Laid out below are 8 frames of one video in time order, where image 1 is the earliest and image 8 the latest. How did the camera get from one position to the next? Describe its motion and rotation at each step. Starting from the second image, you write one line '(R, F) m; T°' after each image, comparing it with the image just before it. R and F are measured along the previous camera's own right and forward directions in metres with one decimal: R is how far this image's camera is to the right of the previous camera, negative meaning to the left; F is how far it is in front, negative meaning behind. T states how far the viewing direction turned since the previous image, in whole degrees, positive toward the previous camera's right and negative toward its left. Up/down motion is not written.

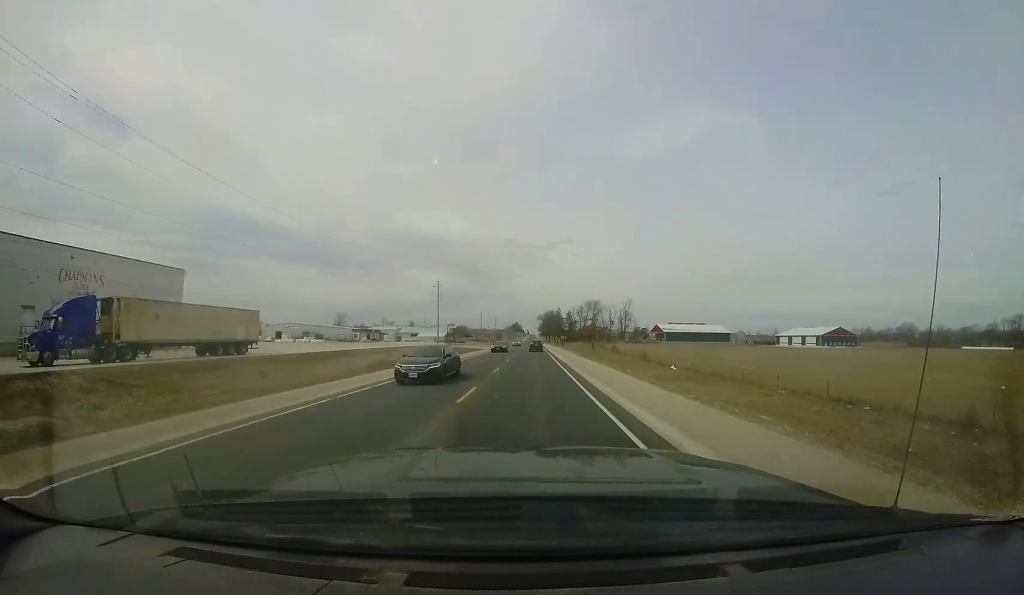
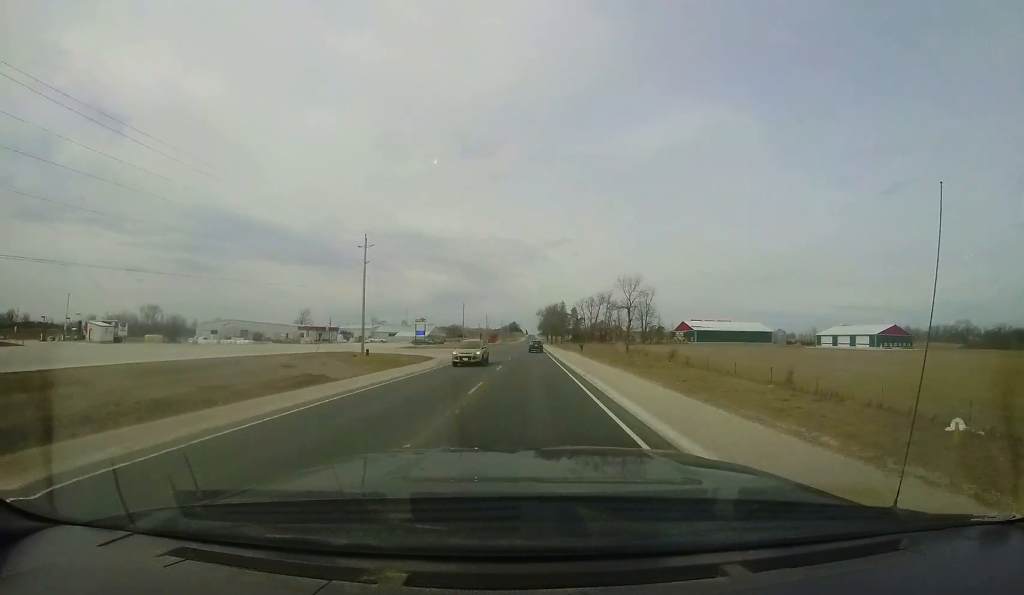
(+0.3, +33.9) m; 0°
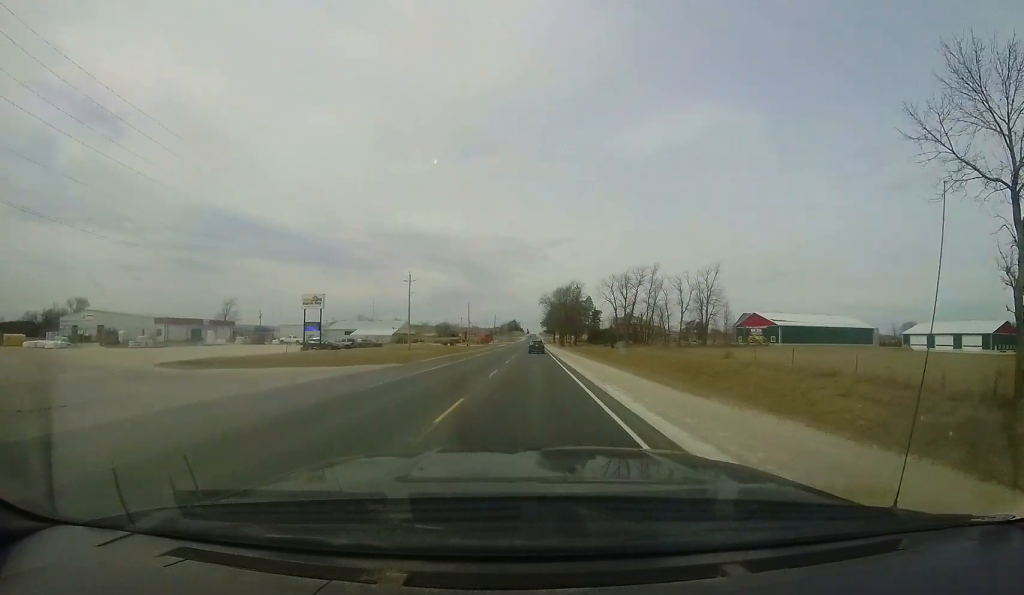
(-0.6, +48.7) m; -1°
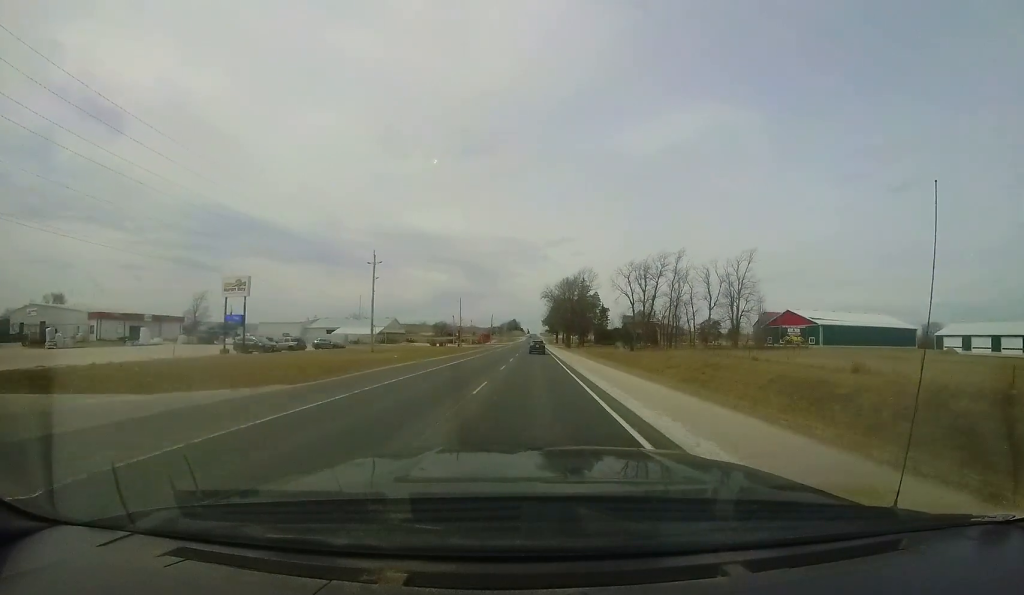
(+0.1, +14.3) m; 0°
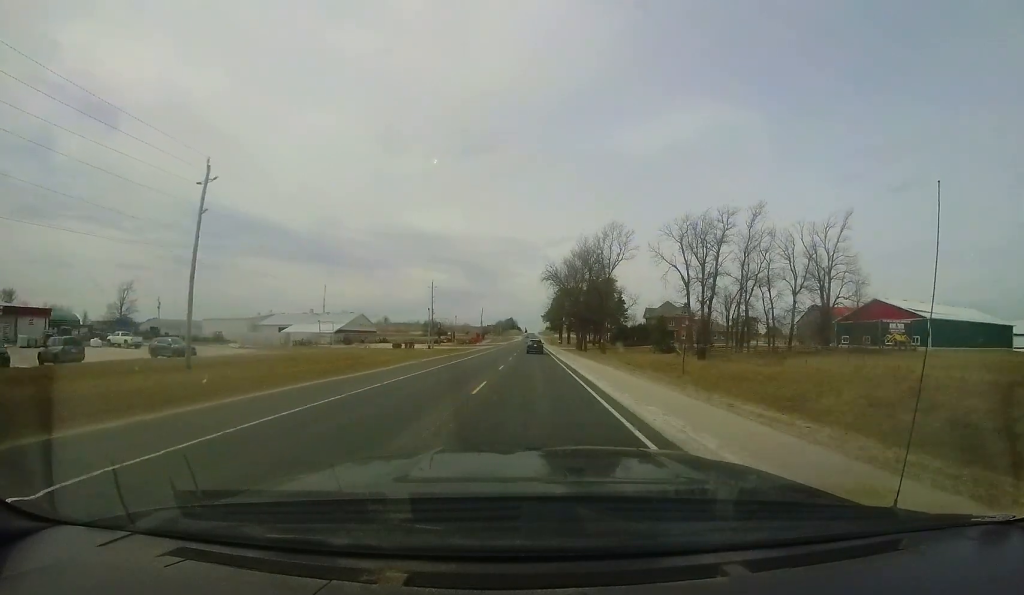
(0.0, +26.5) m; +1°
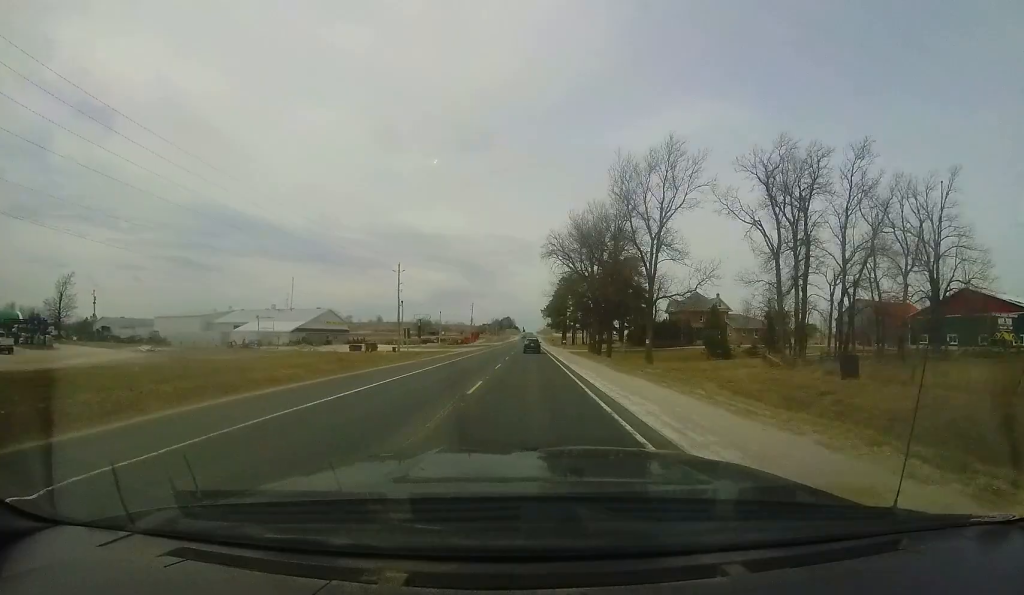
(+0.5, +17.9) m; 0°
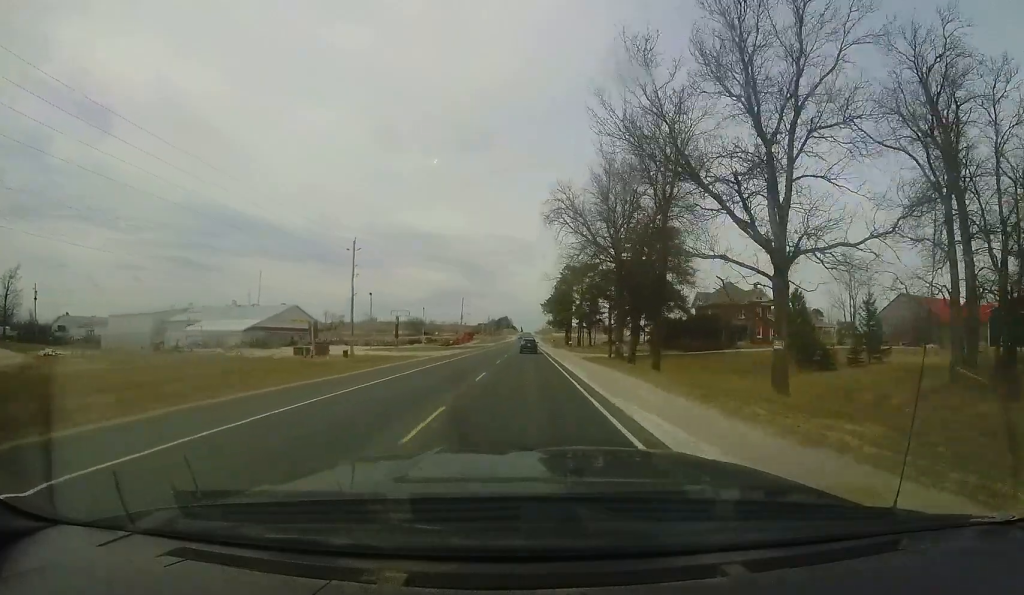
(-0.4, +14.4) m; 0°
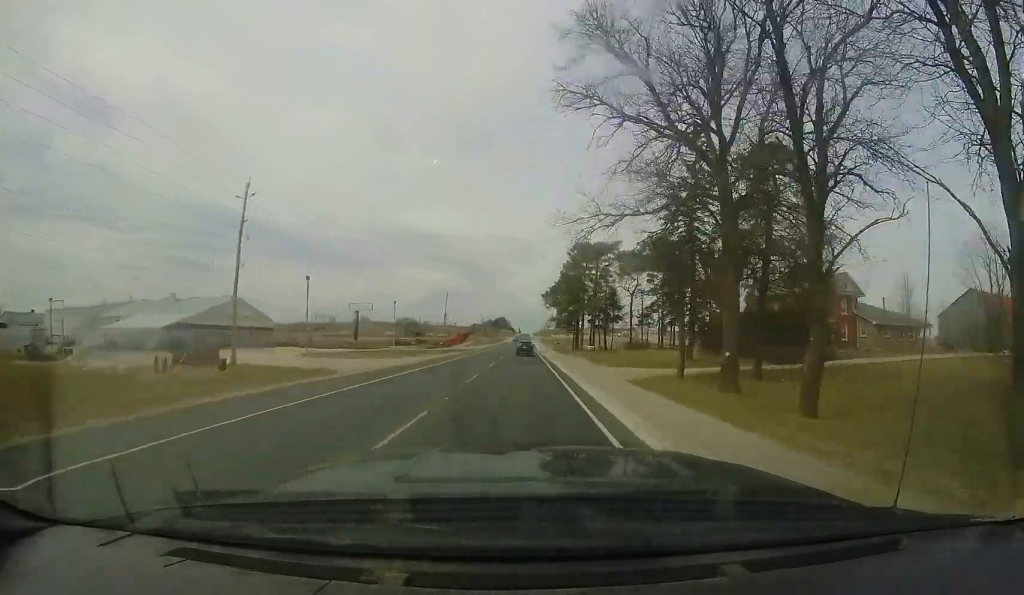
(-0.2, +18.2) m; 0°
